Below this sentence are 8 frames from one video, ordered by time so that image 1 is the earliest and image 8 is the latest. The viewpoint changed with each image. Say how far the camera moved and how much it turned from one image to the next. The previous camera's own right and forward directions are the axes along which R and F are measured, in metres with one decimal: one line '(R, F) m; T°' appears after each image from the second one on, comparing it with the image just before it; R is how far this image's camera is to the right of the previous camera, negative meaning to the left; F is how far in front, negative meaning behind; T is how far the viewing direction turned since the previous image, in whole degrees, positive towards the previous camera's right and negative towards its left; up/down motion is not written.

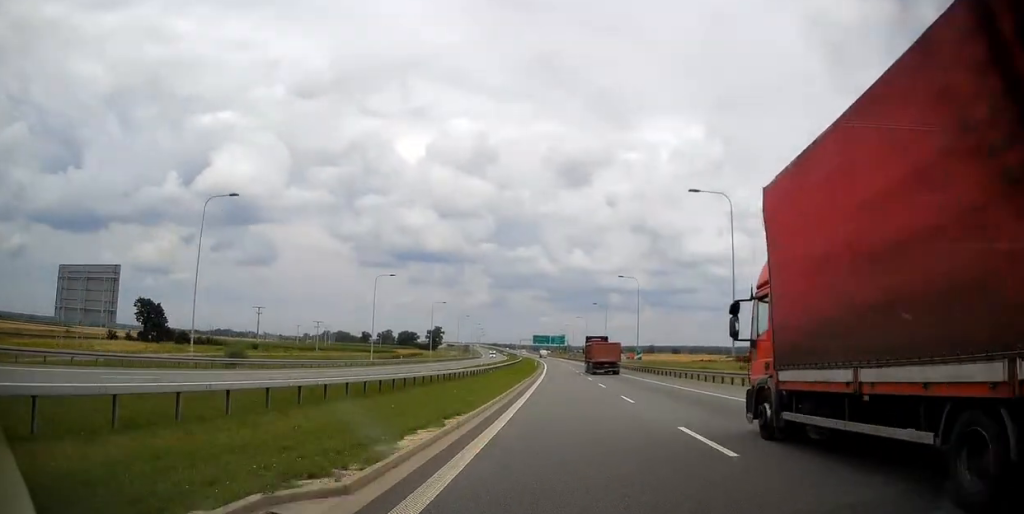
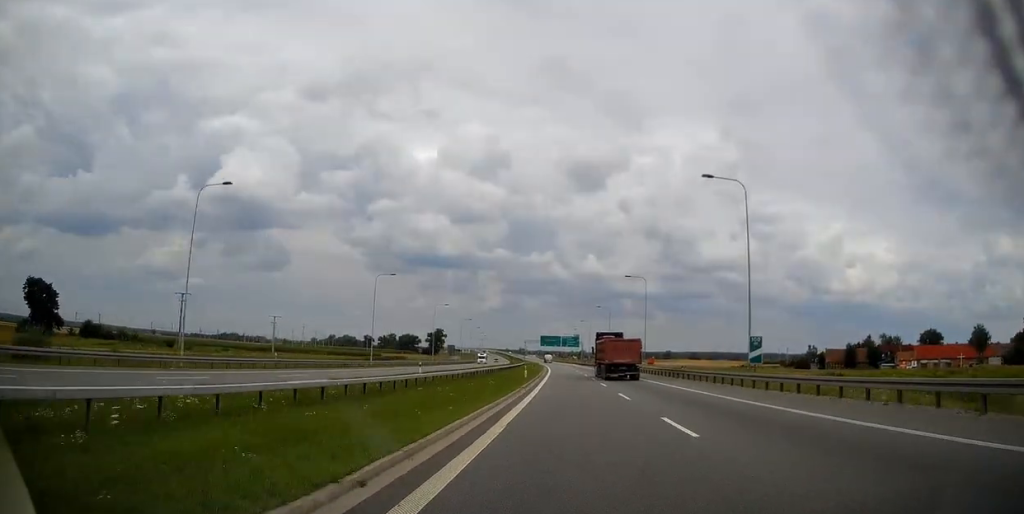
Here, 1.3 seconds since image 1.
(-0.4, +45.2) m; -1°
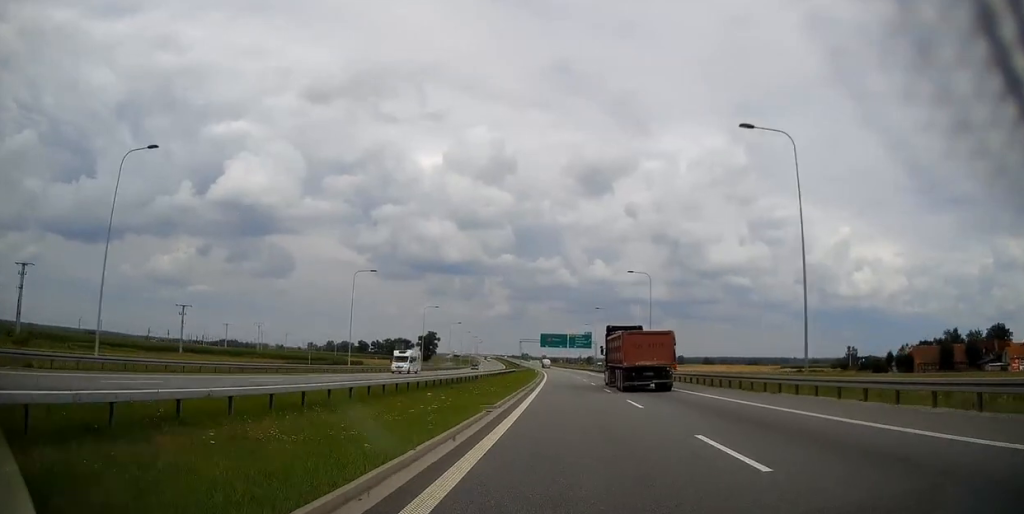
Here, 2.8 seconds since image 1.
(-0.5, +51.8) m; -1°
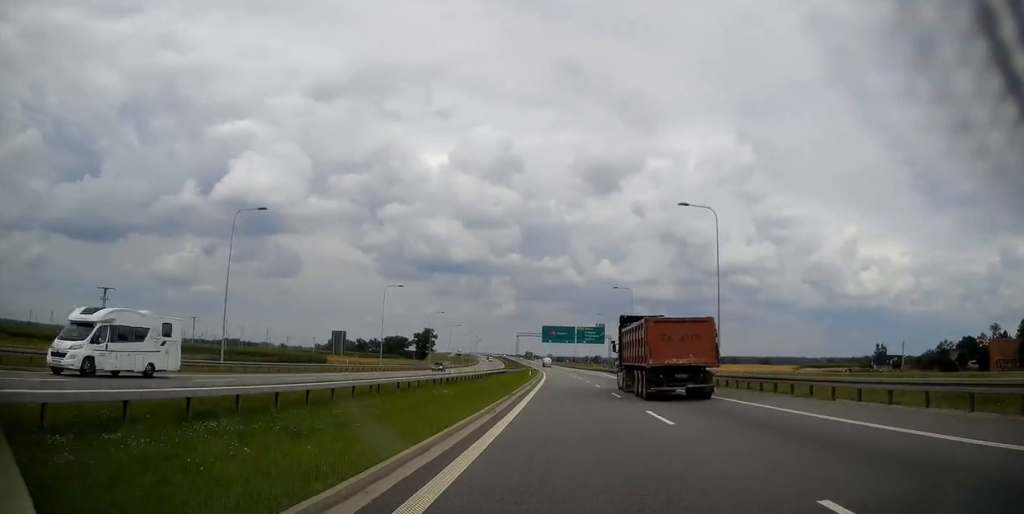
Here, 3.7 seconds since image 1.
(0.0, +29.7) m; -1°
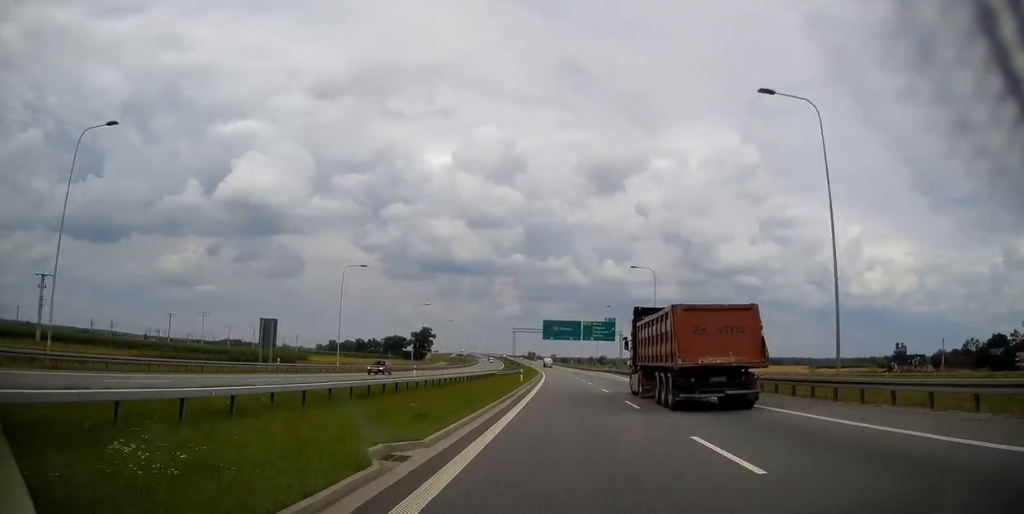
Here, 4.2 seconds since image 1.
(-0.1, +18.3) m; 0°
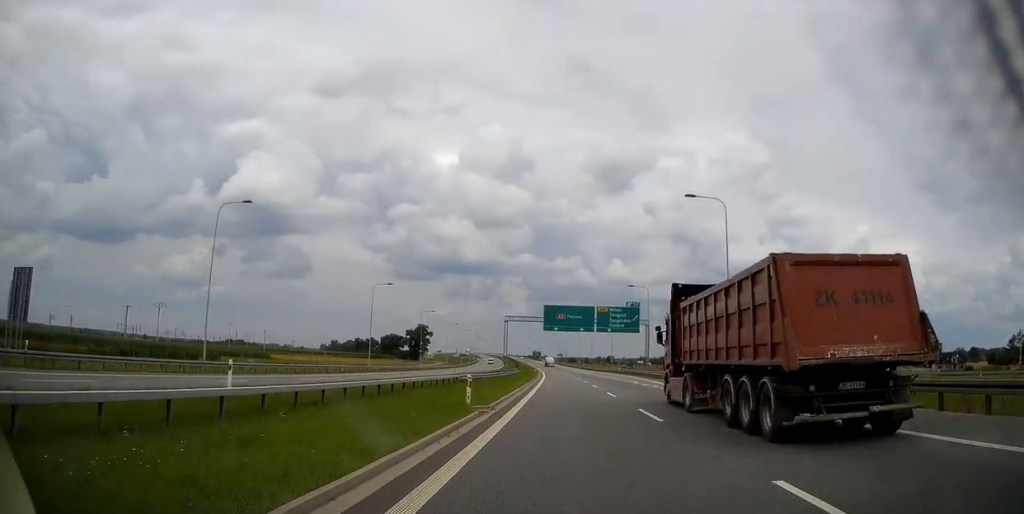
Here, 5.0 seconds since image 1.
(-0.1, +28.5) m; -1°
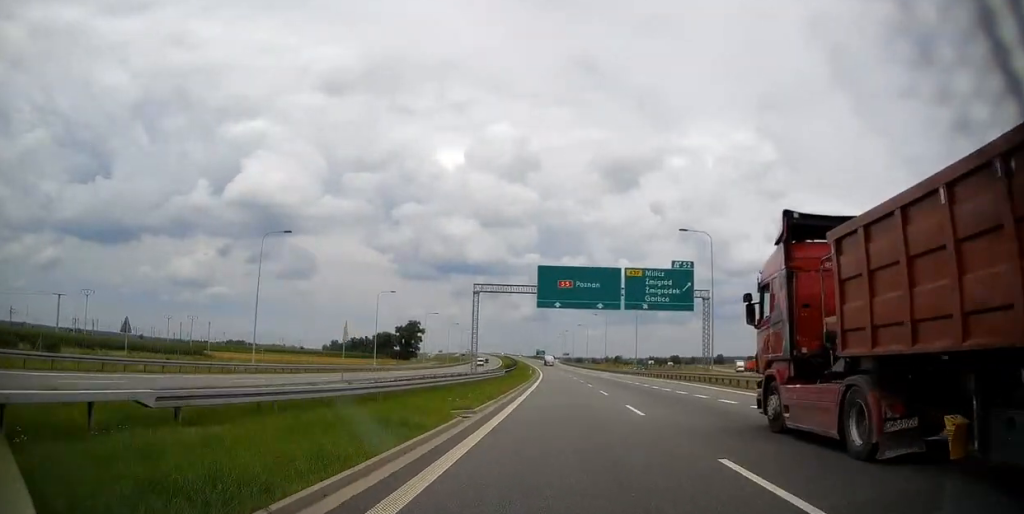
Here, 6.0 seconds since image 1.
(-0.2, +34.3) m; -1°
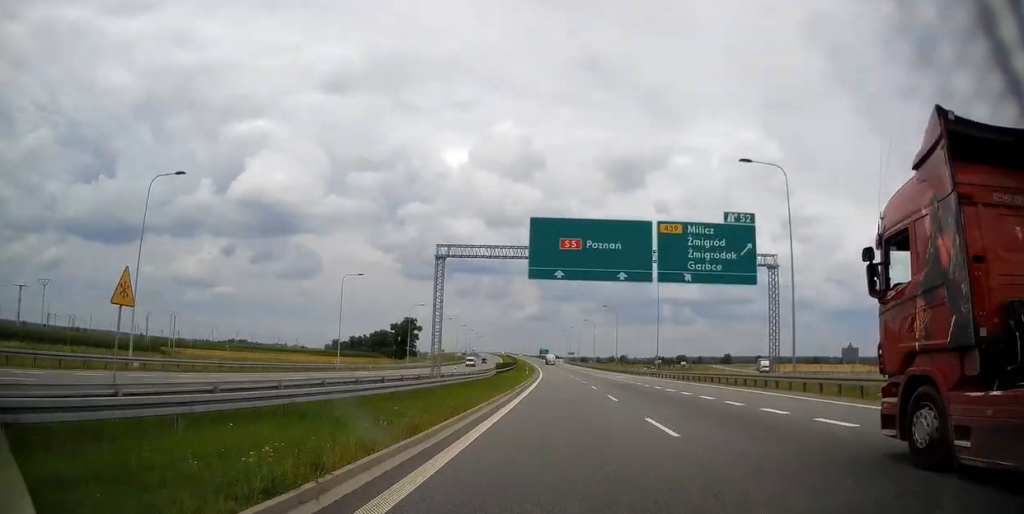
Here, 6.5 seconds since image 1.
(-0.1, +17.2) m; 0°
